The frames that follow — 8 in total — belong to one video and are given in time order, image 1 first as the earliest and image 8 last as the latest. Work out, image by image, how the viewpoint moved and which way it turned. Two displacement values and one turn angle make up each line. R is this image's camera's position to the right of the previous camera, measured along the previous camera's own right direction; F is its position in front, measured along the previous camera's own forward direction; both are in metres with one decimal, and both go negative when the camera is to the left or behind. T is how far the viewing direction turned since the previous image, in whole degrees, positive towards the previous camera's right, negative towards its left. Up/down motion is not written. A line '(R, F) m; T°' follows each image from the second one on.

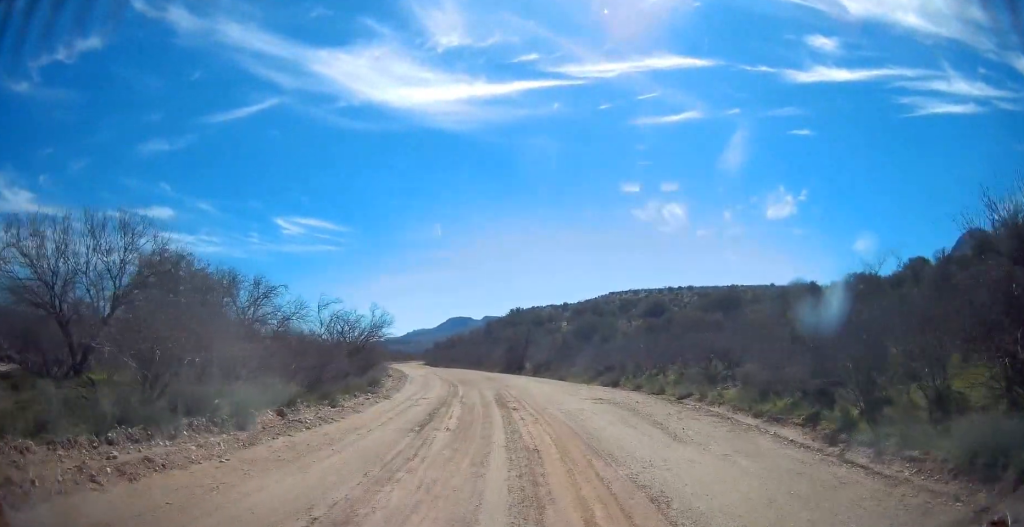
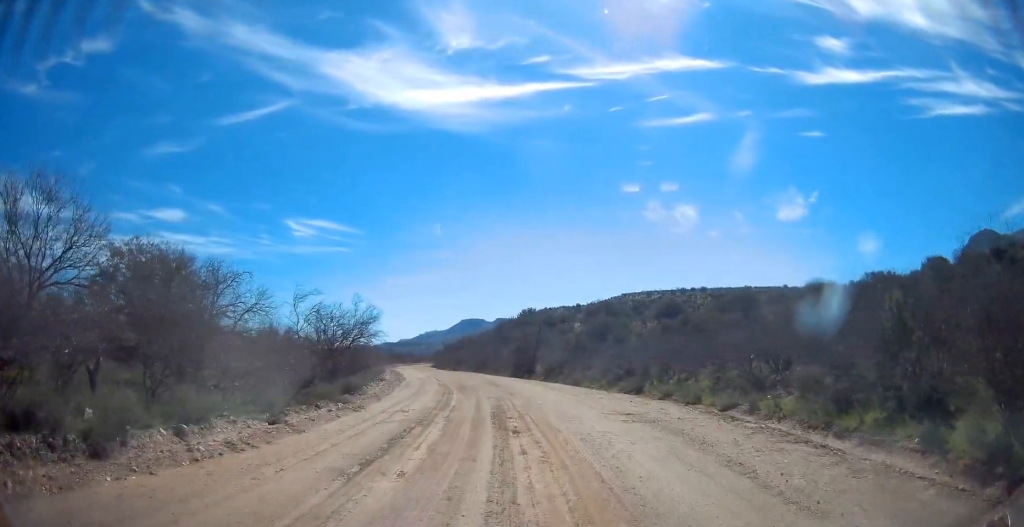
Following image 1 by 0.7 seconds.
(0.0, +4.4) m; +1°
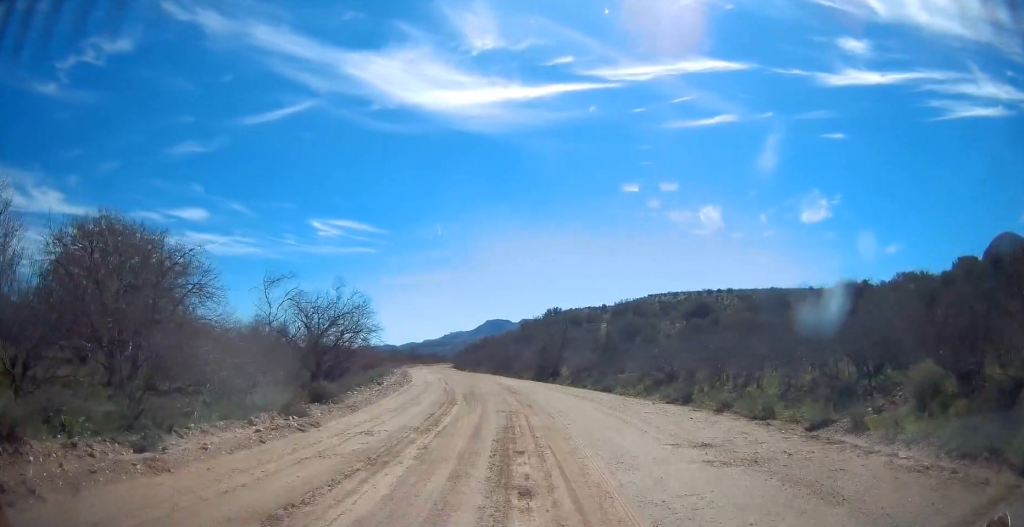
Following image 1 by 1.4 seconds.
(0.0, +5.1) m; 0°
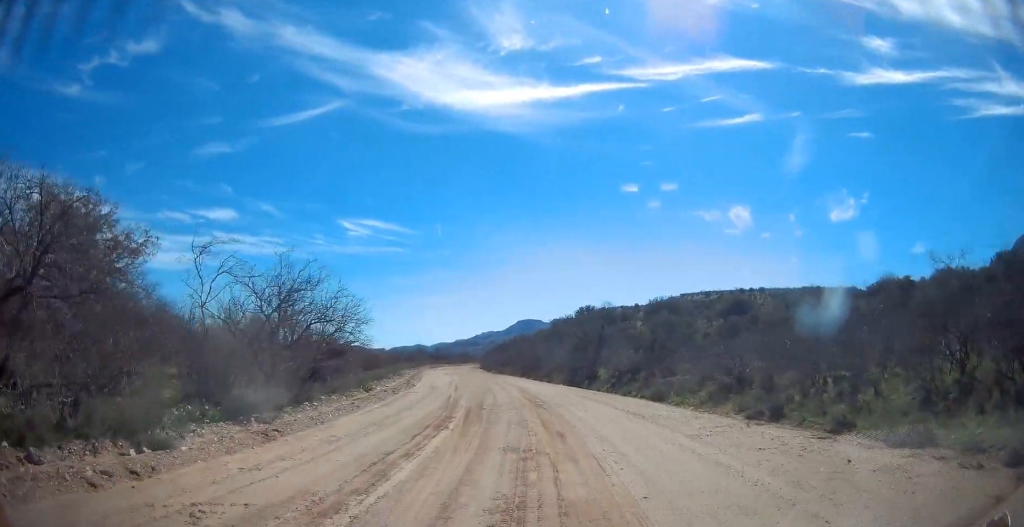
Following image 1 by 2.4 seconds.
(0.0, +6.5) m; -2°
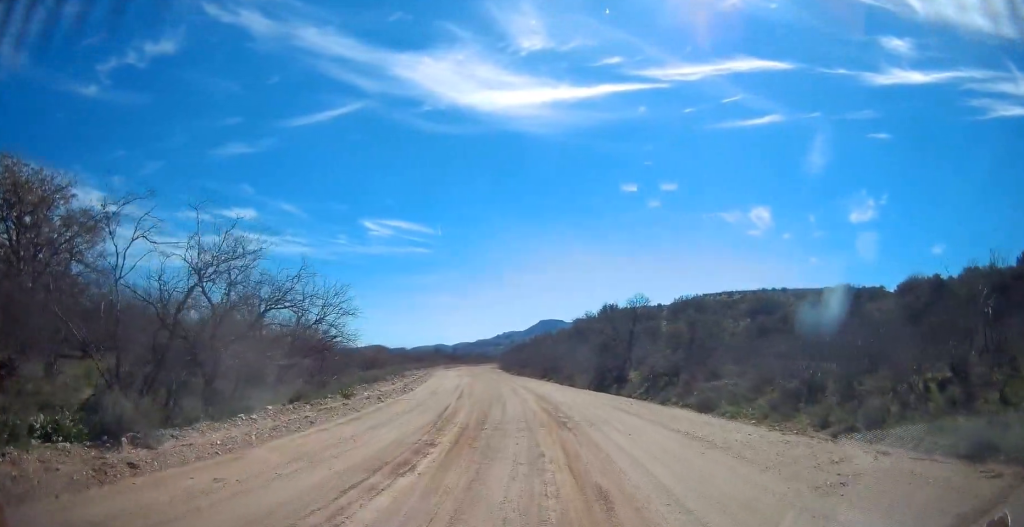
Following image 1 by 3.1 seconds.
(0.0, +4.5) m; -4°
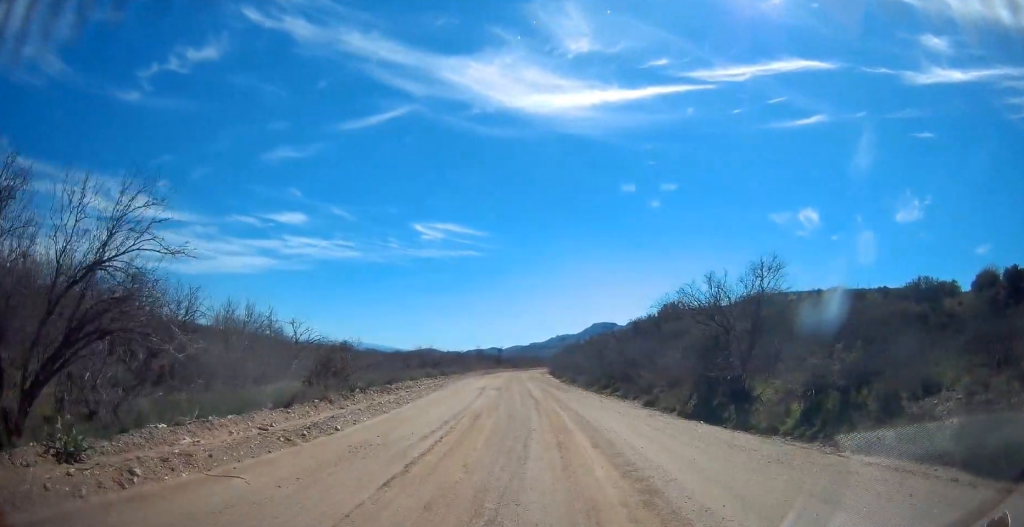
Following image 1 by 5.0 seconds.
(-1.5, +13.0) m; -8°
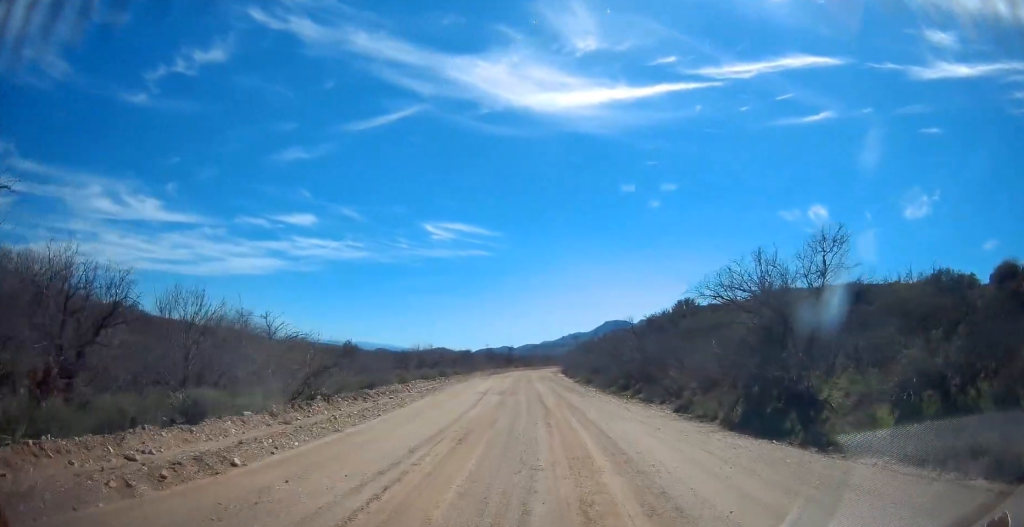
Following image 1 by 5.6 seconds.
(+0.1, +4.2) m; -1°
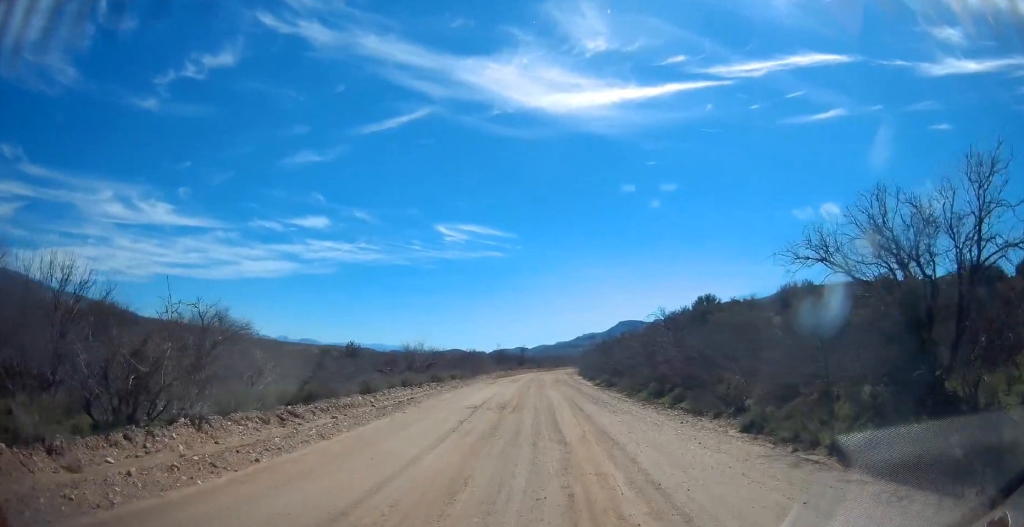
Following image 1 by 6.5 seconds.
(0.0, +6.5) m; -3°
